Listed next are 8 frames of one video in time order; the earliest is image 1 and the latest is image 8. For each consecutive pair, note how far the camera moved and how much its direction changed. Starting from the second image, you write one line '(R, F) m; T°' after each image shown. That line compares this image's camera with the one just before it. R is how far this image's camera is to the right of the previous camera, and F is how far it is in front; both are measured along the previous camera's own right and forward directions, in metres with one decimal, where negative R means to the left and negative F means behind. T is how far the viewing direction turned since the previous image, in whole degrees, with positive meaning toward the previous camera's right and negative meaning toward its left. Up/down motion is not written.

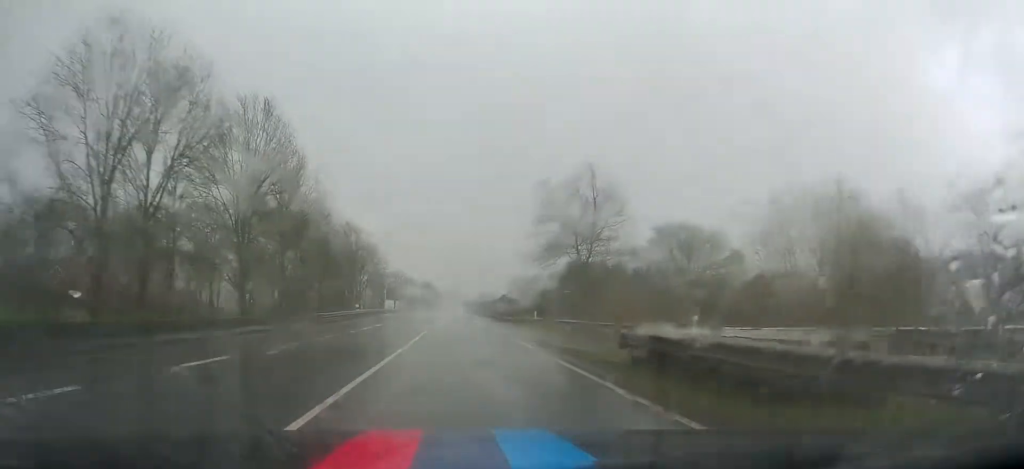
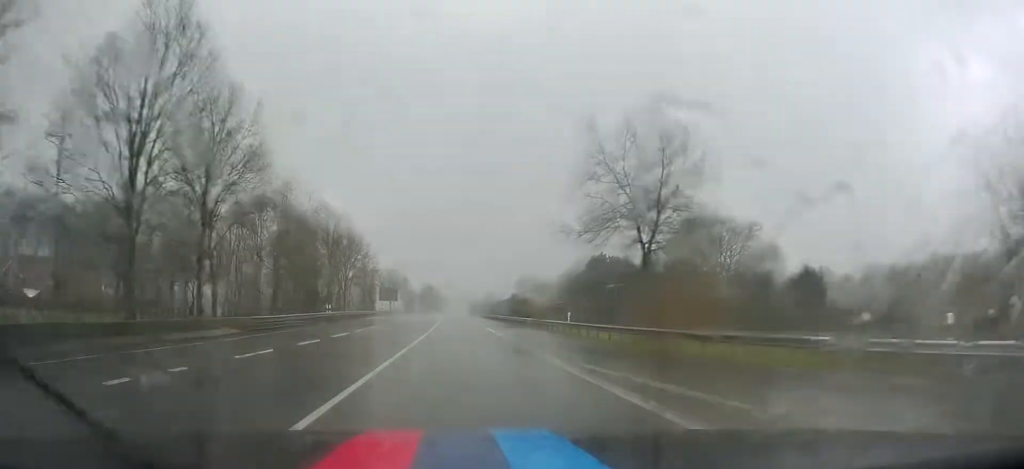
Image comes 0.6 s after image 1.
(0.0, +14.2) m; 0°
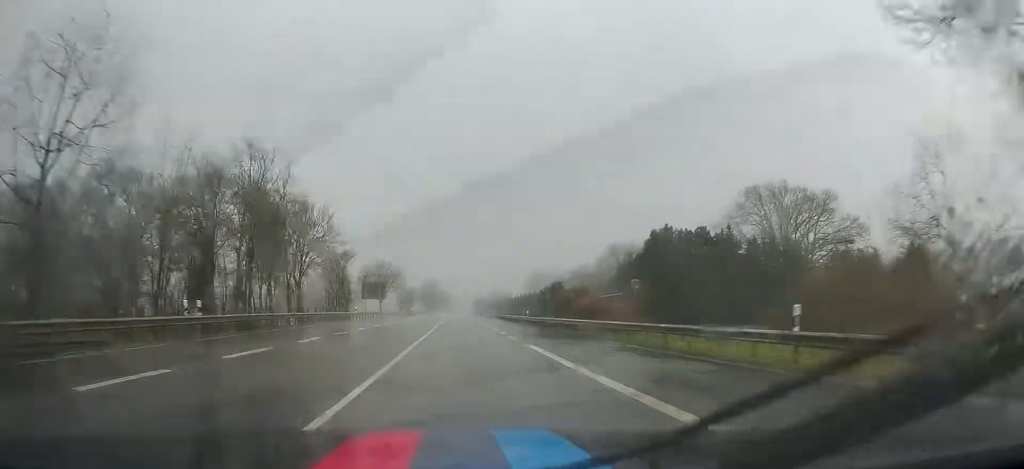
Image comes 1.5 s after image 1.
(-0.1, +24.9) m; 0°
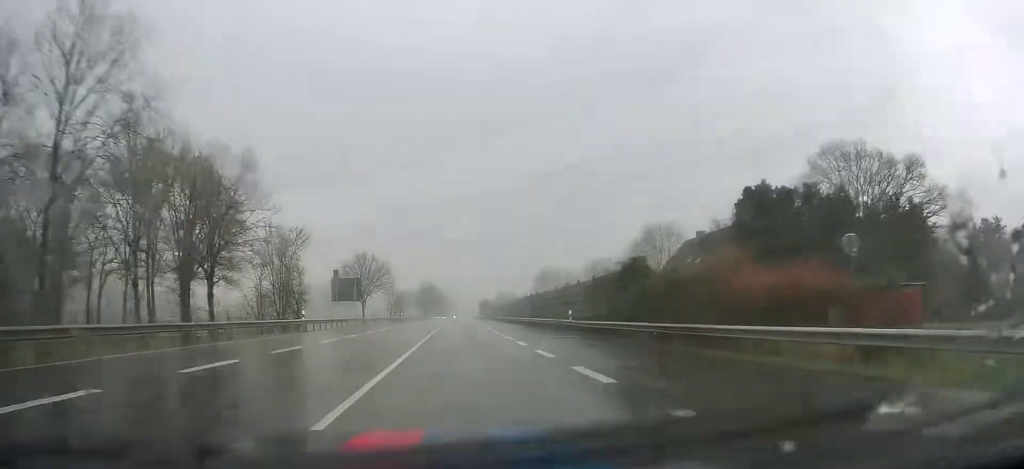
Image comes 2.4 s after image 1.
(+0.2, +20.5) m; -1°
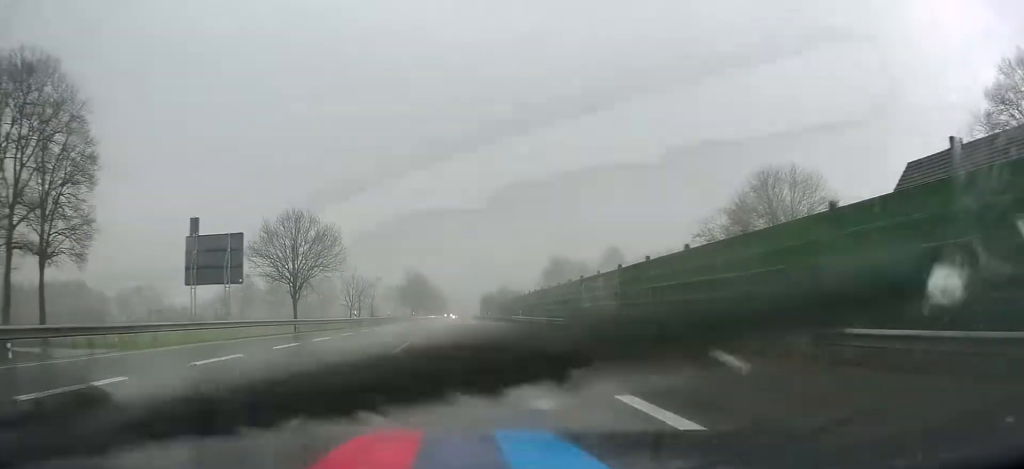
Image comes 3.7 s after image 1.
(-0.3, +34.8) m; 0°
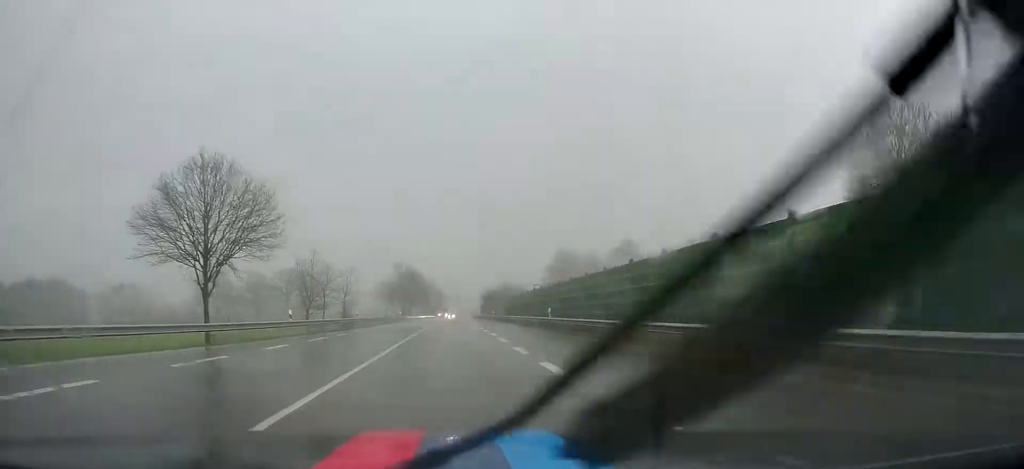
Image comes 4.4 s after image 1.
(+0.3, +19.1) m; 0°
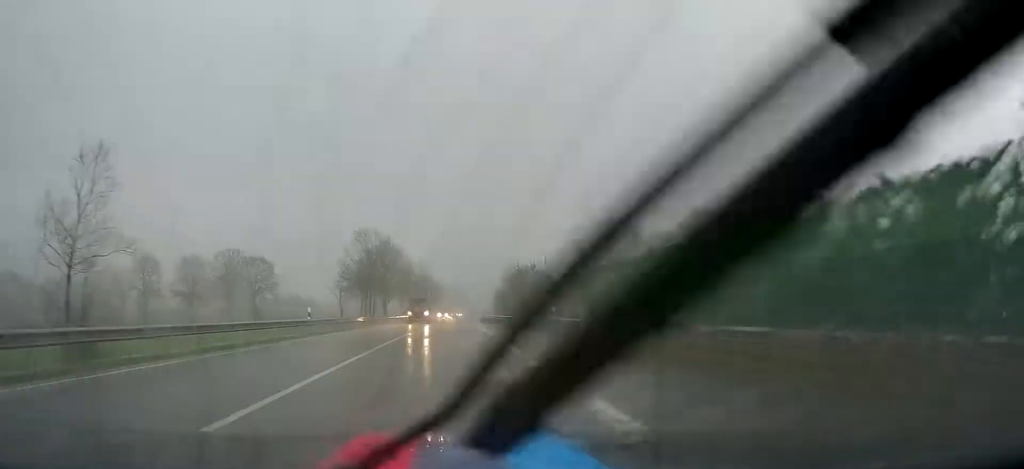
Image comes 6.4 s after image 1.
(0.0, +50.0) m; 0°
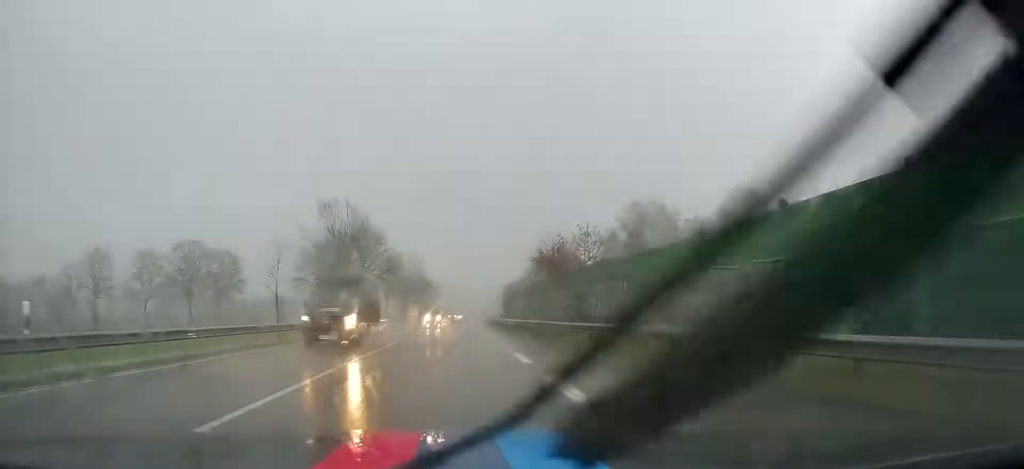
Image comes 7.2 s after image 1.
(0.0, +21.6) m; -1°
